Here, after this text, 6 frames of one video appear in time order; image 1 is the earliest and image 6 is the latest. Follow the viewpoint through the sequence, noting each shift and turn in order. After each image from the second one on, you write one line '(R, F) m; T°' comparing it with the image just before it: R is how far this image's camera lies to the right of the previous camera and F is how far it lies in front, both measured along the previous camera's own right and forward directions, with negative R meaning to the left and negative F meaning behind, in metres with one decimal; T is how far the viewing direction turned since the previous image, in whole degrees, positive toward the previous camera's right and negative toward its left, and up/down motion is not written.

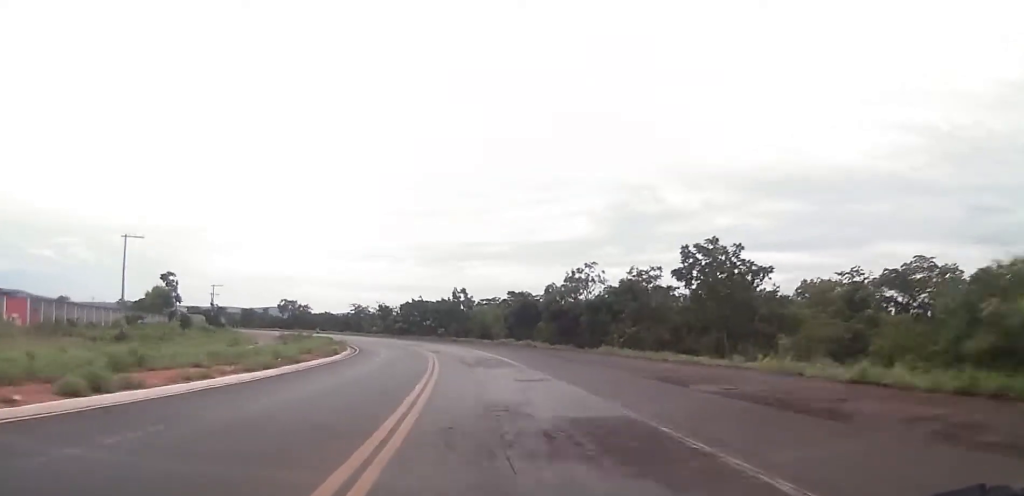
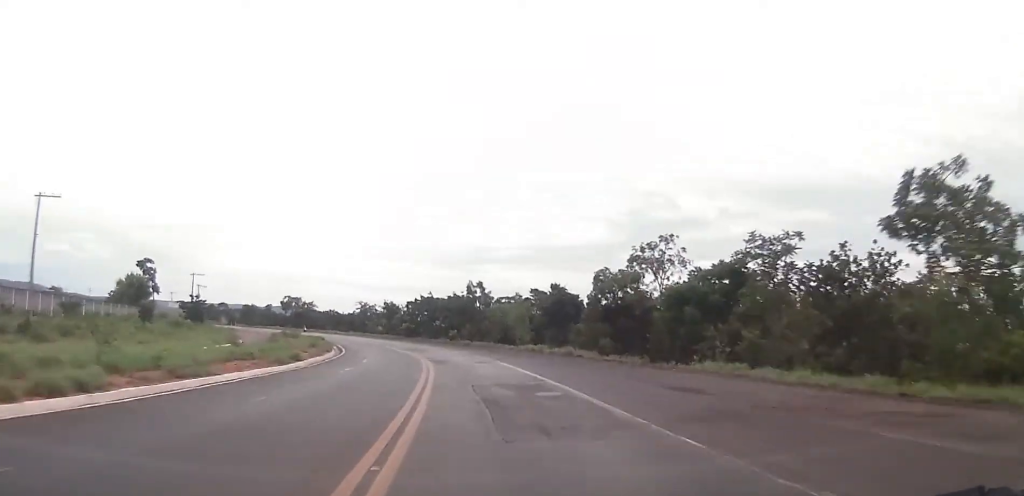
(-0.1, +16.4) m; -1°
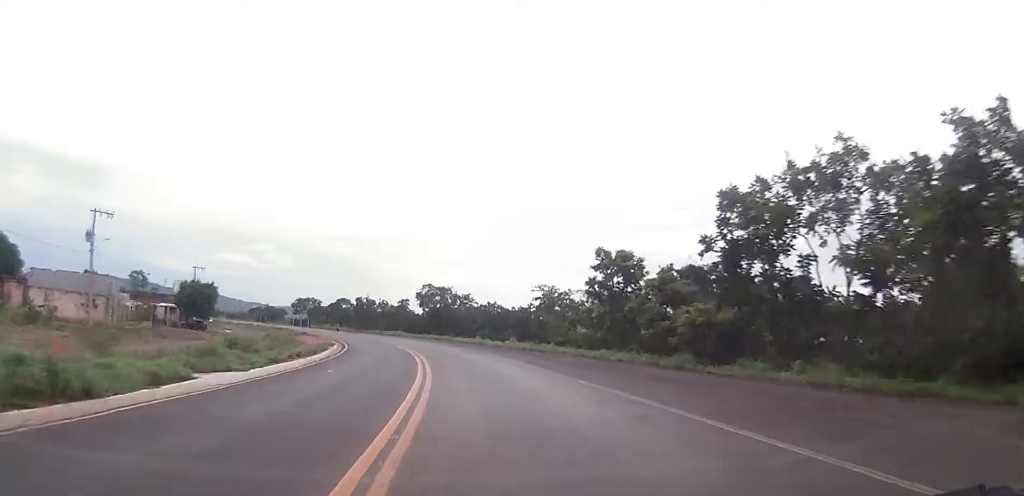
(-10.4, +91.7) m; -15°
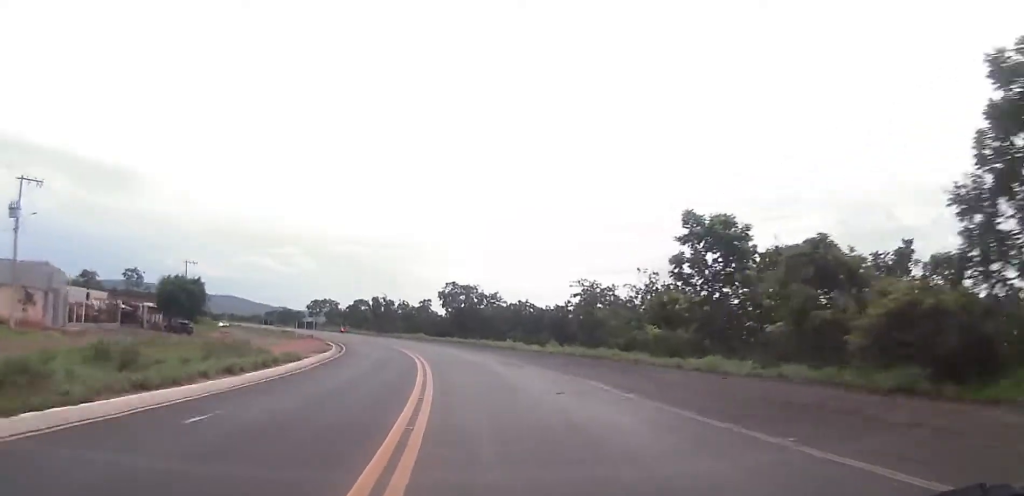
(0.0, +13.6) m; -3°
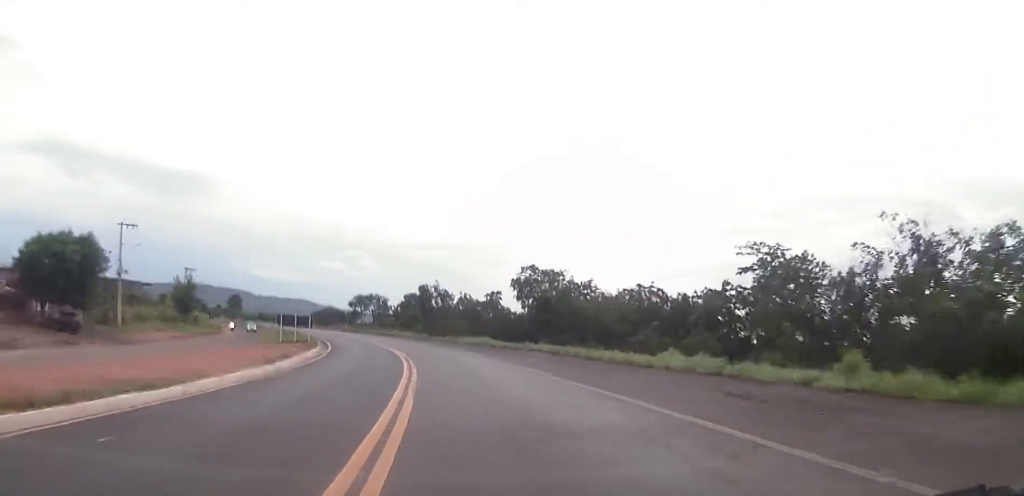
(-2.6, +37.5) m; -5°
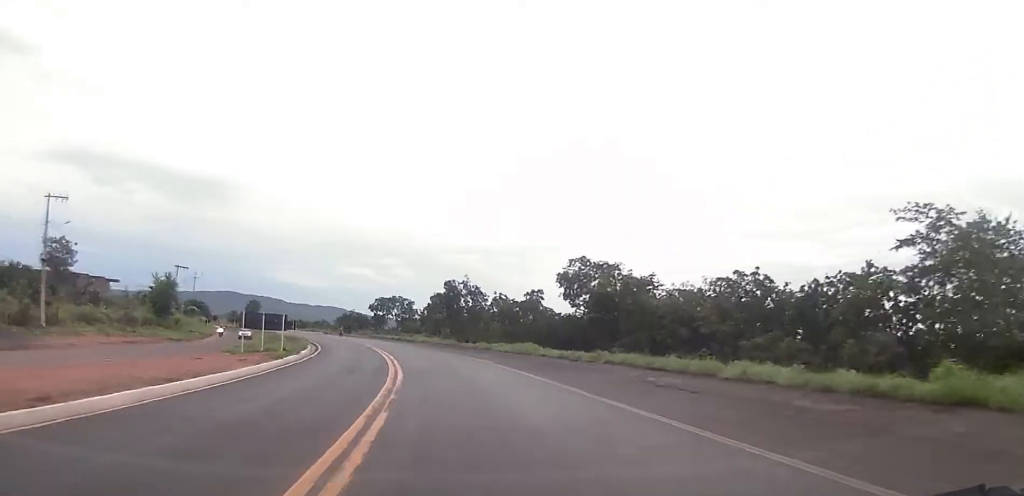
(-0.2, +18.0) m; -2°
